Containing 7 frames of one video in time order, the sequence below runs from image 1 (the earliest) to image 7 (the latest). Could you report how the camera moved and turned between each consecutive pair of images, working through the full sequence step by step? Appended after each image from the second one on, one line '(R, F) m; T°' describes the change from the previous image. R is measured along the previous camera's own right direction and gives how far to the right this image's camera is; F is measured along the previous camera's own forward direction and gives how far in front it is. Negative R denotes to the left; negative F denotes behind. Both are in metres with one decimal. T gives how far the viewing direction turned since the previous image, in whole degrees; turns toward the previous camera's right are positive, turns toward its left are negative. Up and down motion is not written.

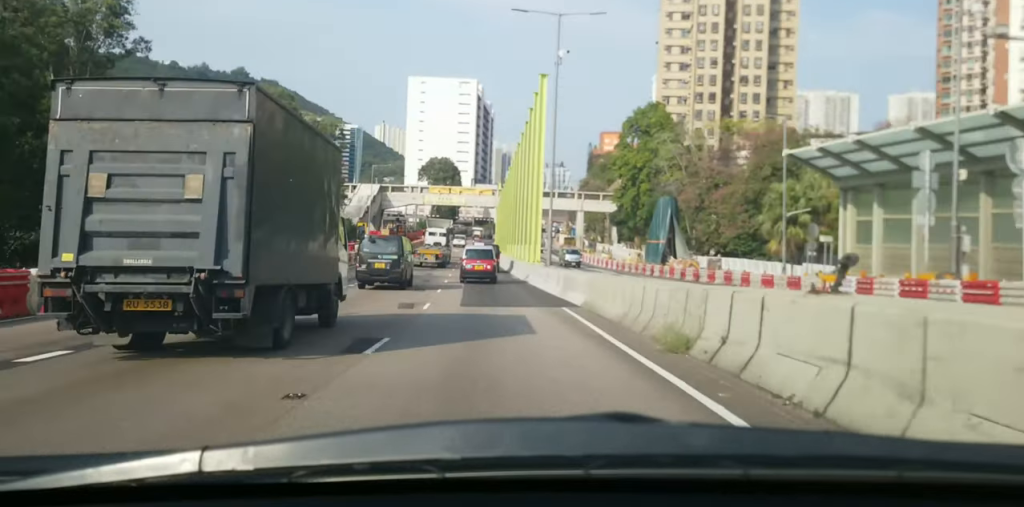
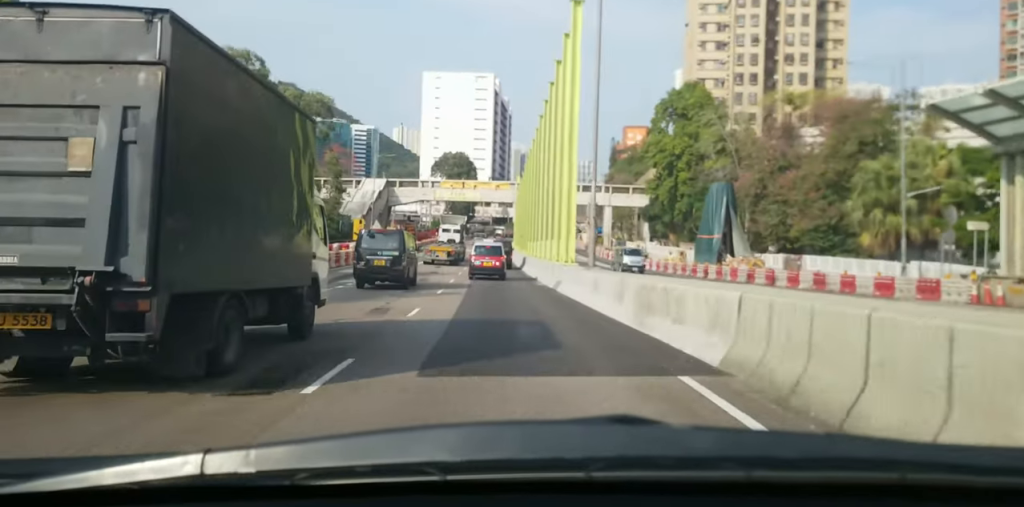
(-0.3, +11.6) m; -1°
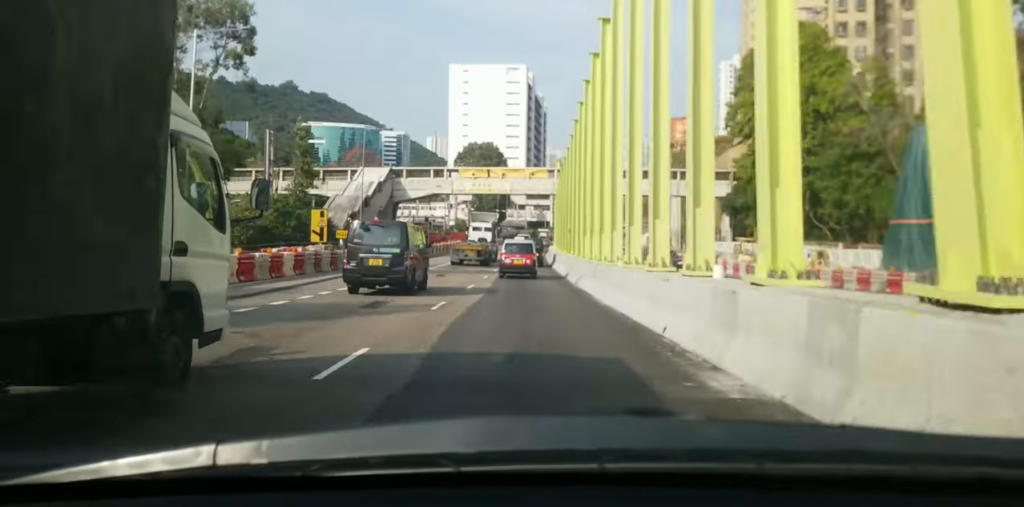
(-0.5, +27.8) m; -1°
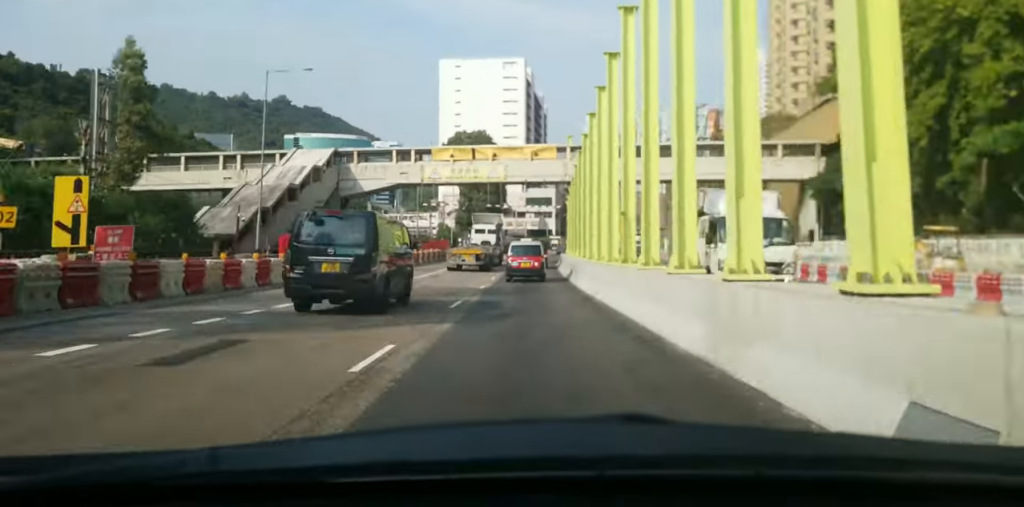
(0.0, +26.2) m; +1°
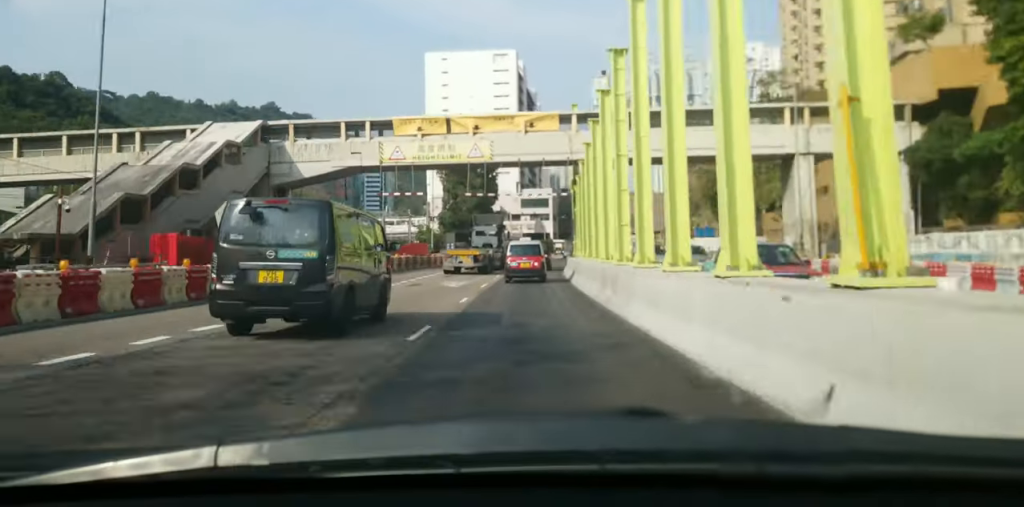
(+0.2, +16.2) m; +1°
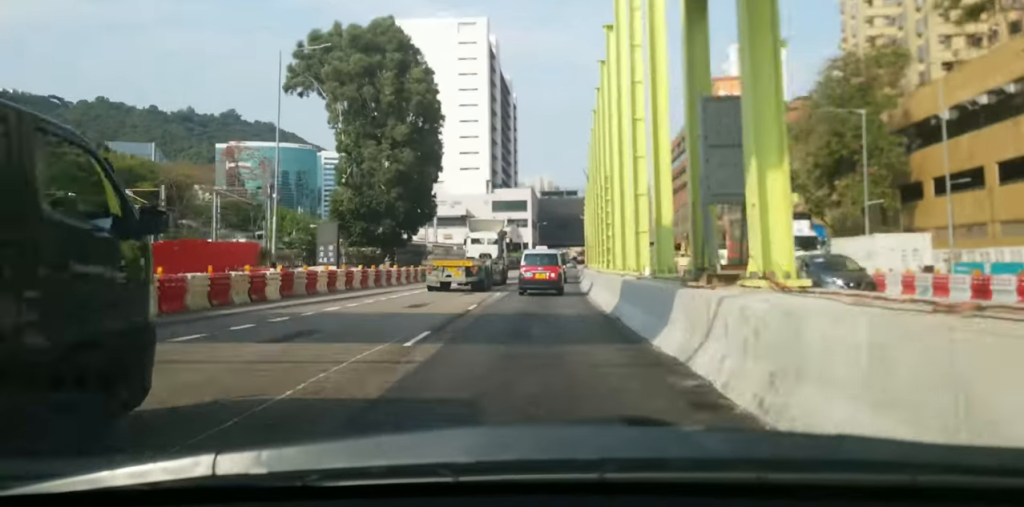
(+1.0, +46.8) m; +3°
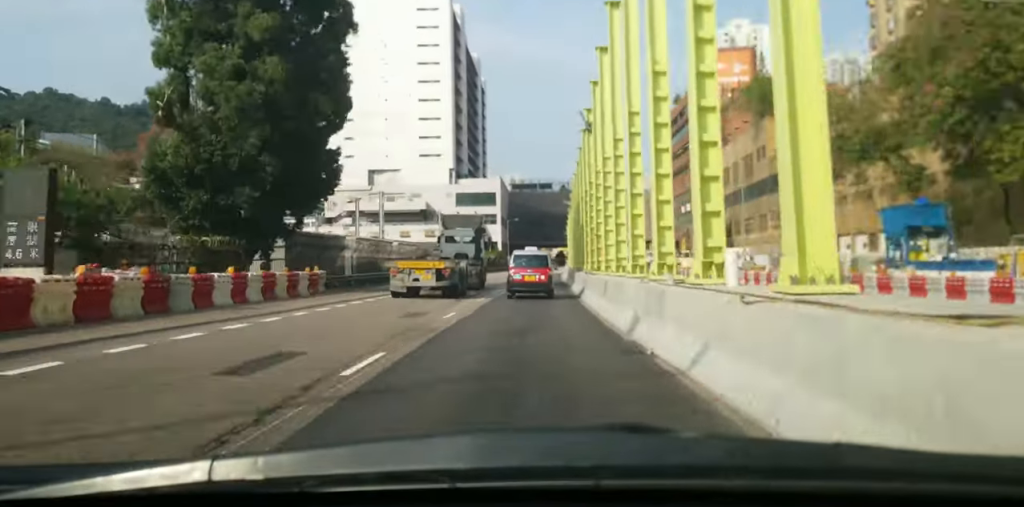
(+0.4, +20.4) m; +1°
